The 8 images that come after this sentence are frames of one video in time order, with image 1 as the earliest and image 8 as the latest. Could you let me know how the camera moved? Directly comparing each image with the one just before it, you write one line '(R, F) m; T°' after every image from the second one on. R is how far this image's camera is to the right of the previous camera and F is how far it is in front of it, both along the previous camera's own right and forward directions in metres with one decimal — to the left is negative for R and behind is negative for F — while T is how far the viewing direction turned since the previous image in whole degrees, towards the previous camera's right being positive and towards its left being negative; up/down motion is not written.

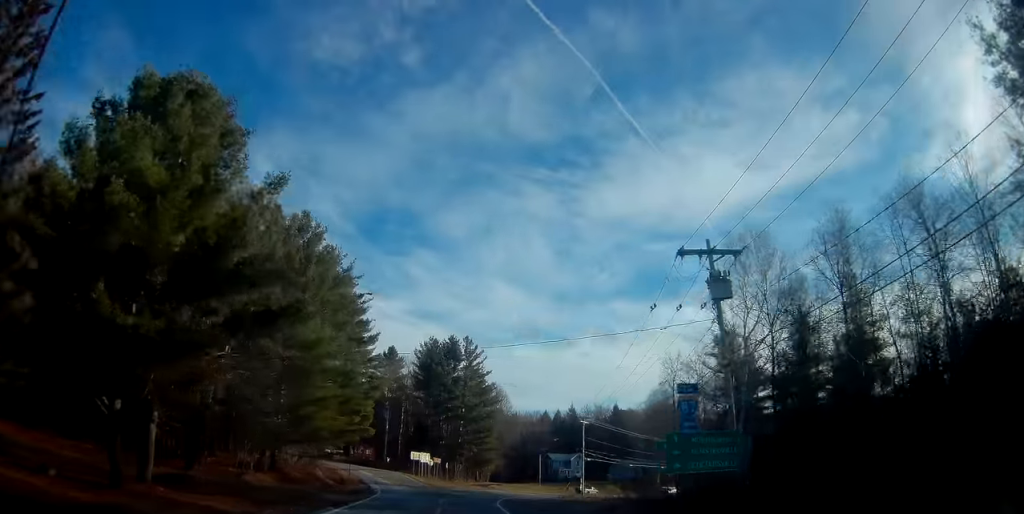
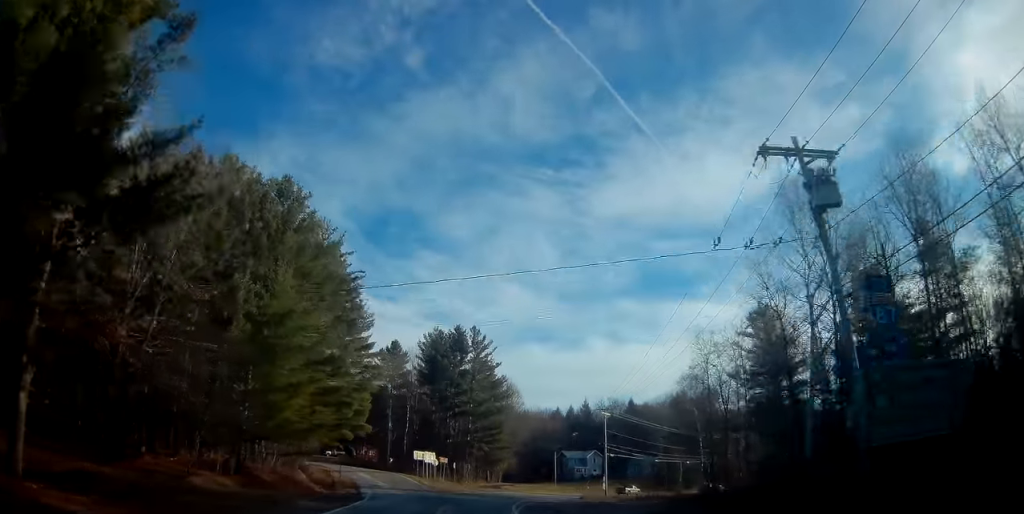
(-0.2, +8.2) m; -1°
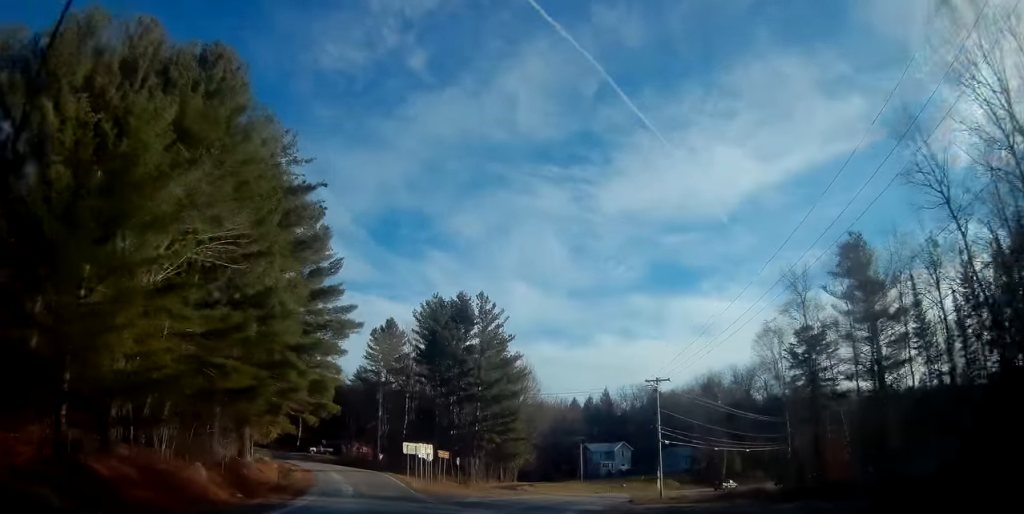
(-0.4, +18.7) m; 0°
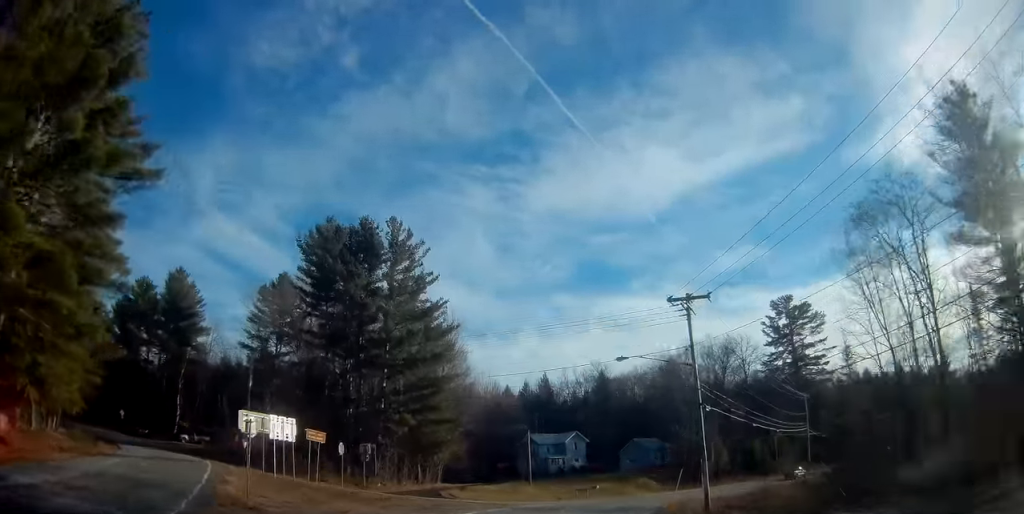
(+1.0, +25.3) m; +8°
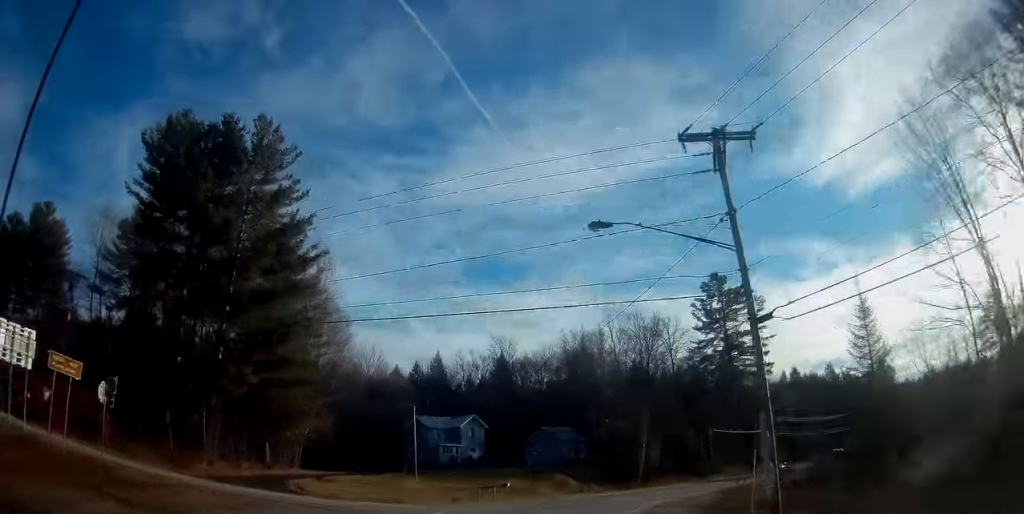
(+1.2, +16.3) m; +11°
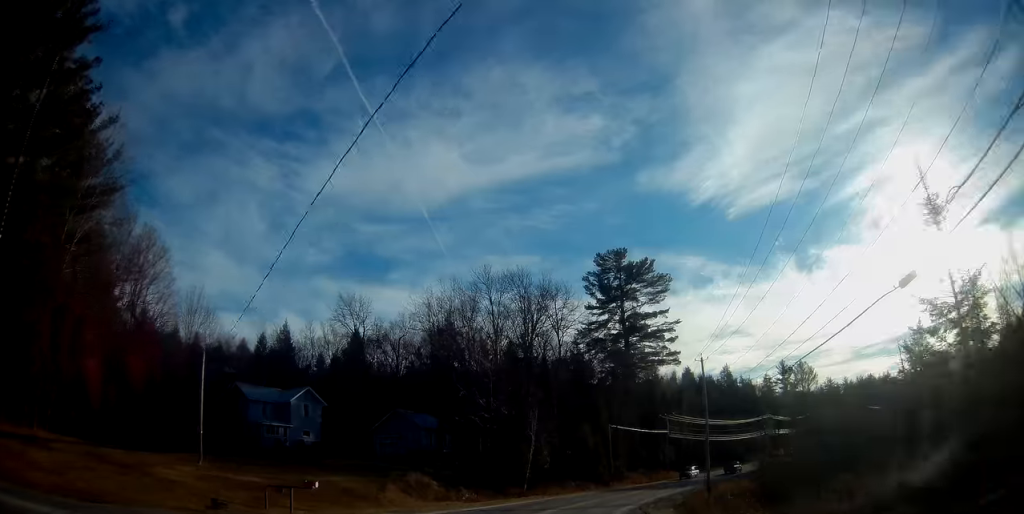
(+2.6, +18.4) m; +12°
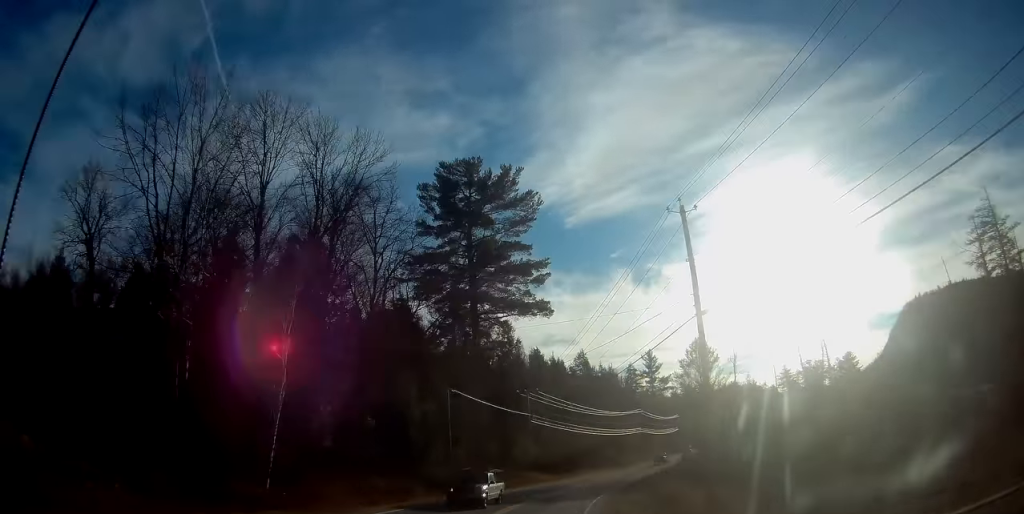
(+3.3, +29.2) m; +15°
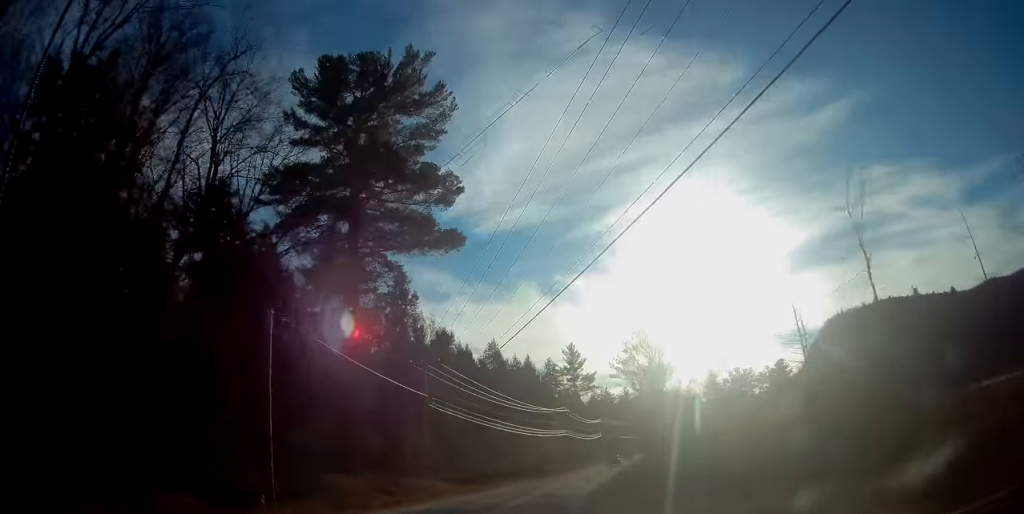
(+2.2, +20.9) m; +11°
